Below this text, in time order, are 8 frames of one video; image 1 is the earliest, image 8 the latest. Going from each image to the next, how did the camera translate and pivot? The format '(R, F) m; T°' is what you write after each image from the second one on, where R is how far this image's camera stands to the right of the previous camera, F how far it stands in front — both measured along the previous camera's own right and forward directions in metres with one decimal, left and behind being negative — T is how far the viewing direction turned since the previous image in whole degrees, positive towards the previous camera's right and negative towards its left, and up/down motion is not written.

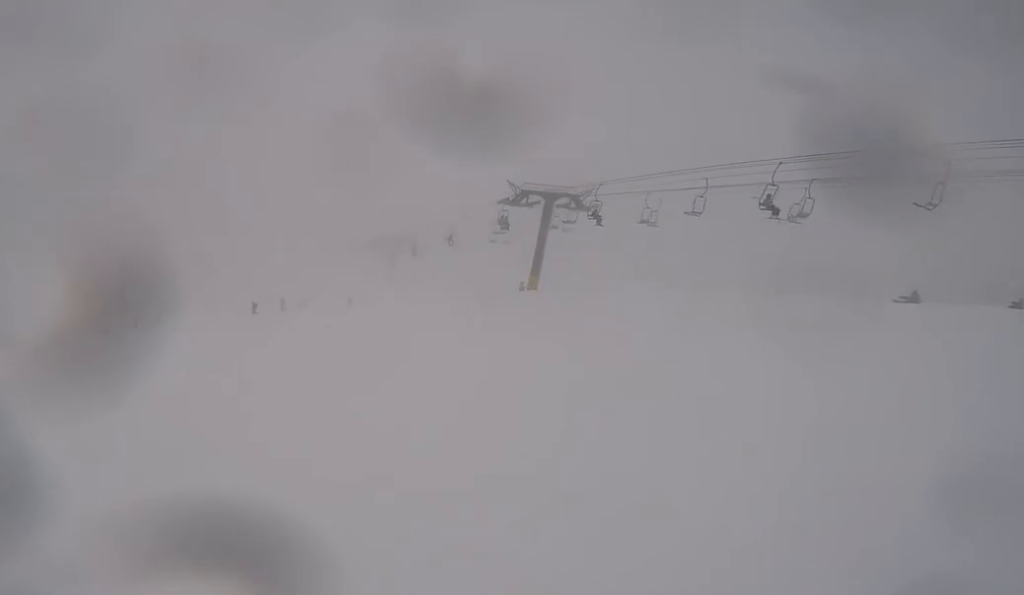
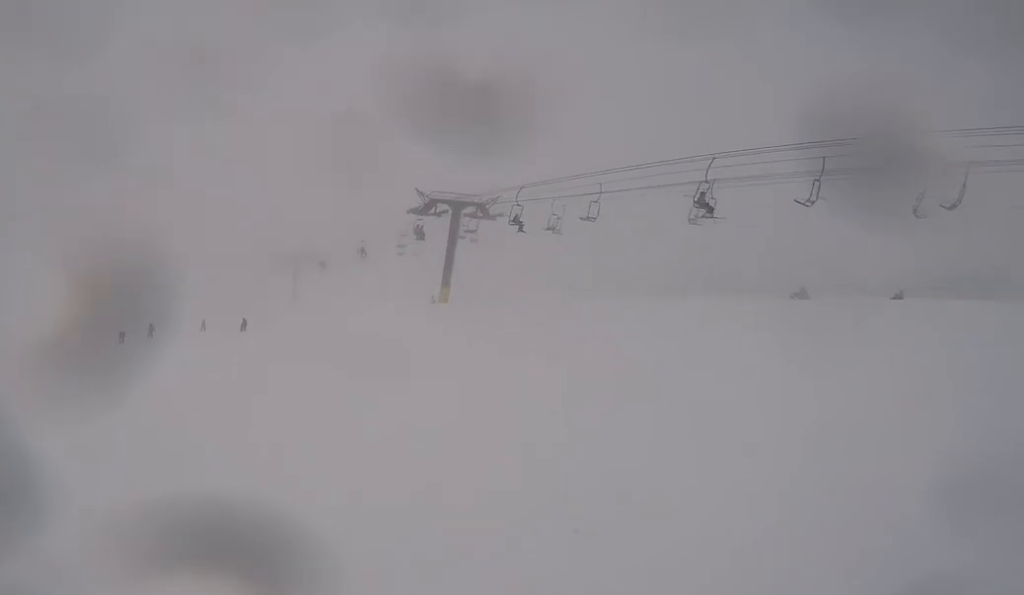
(+0.7, +2.3) m; +11°
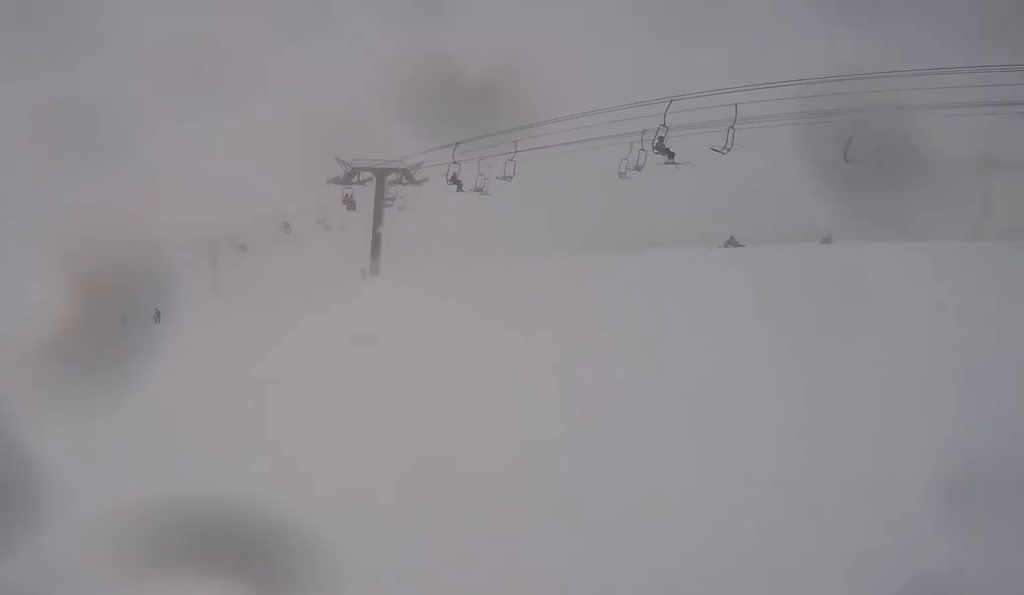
(+0.2, +2.3) m; +11°
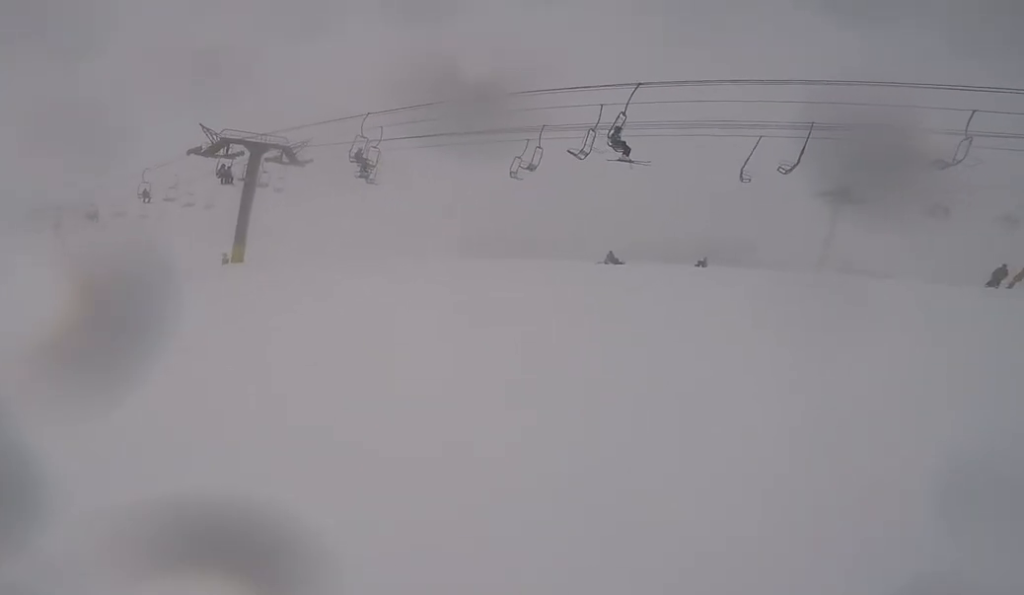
(+0.5, +4.4) m; +17°
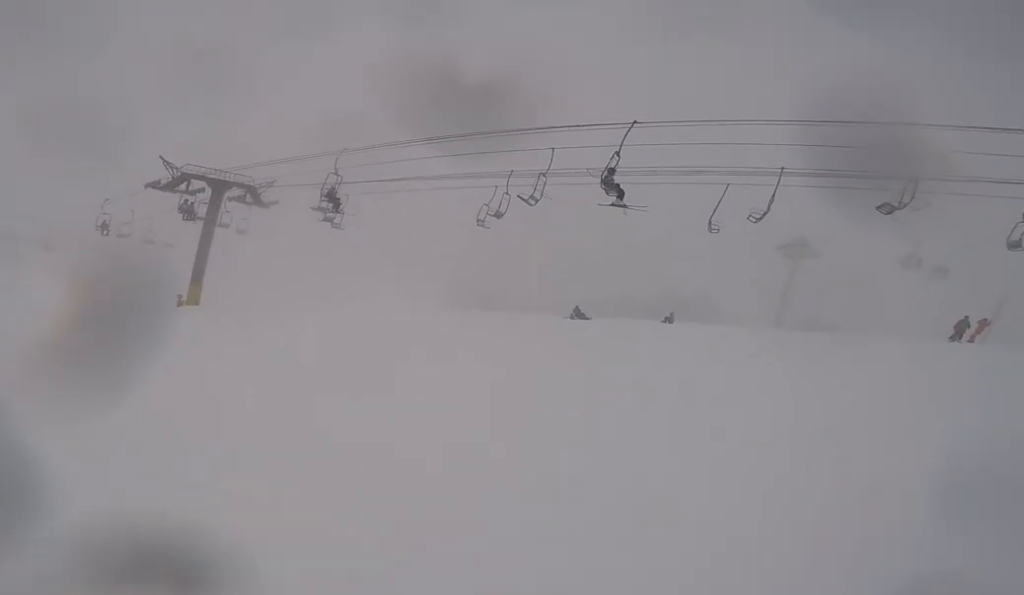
(+0.7, +1.7) m; 0°
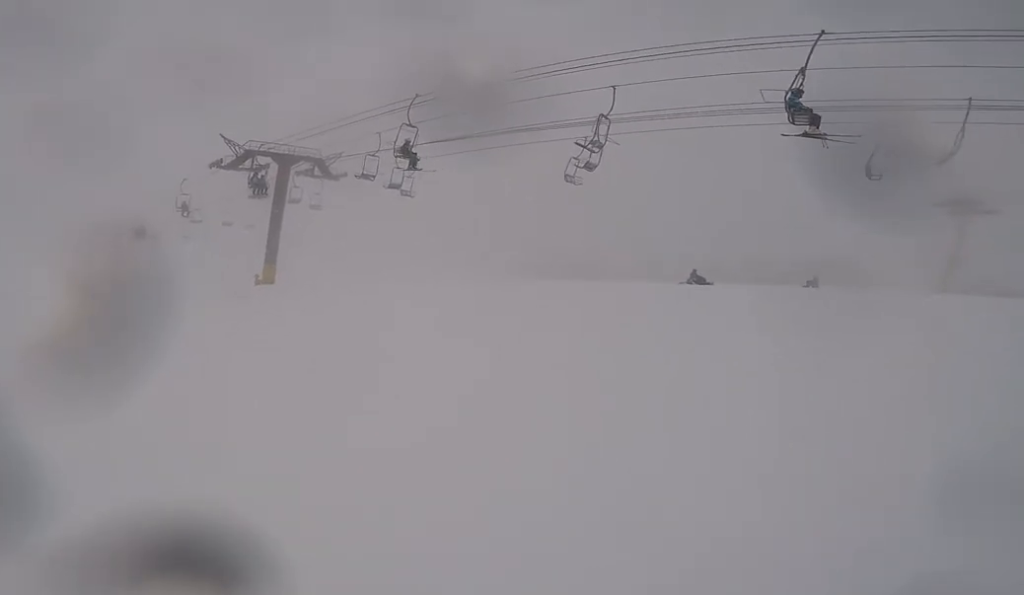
(-0.2, +3.0) m; -19°
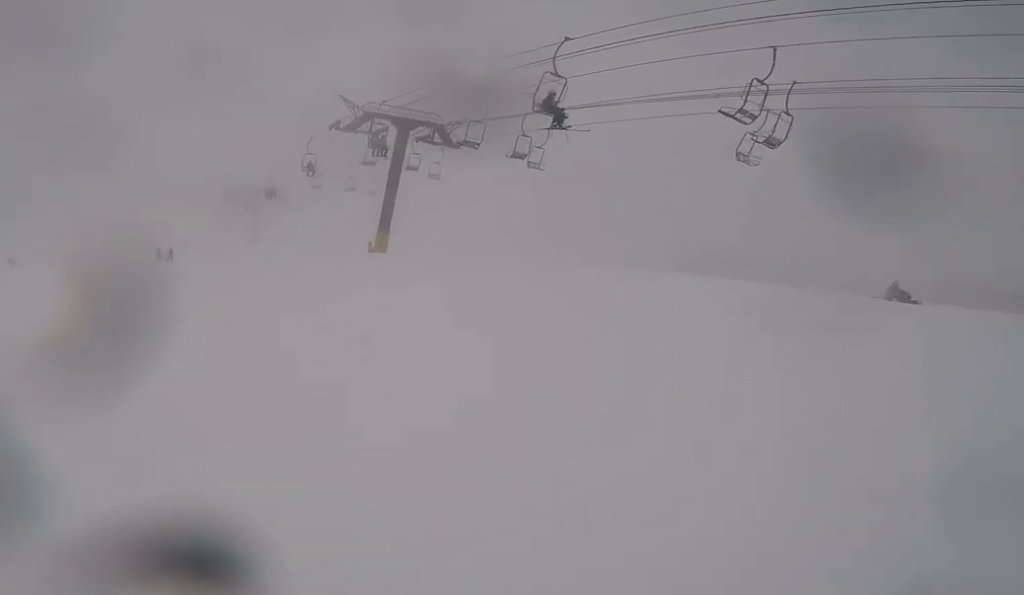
(-0.1, +2.5) m; -26°
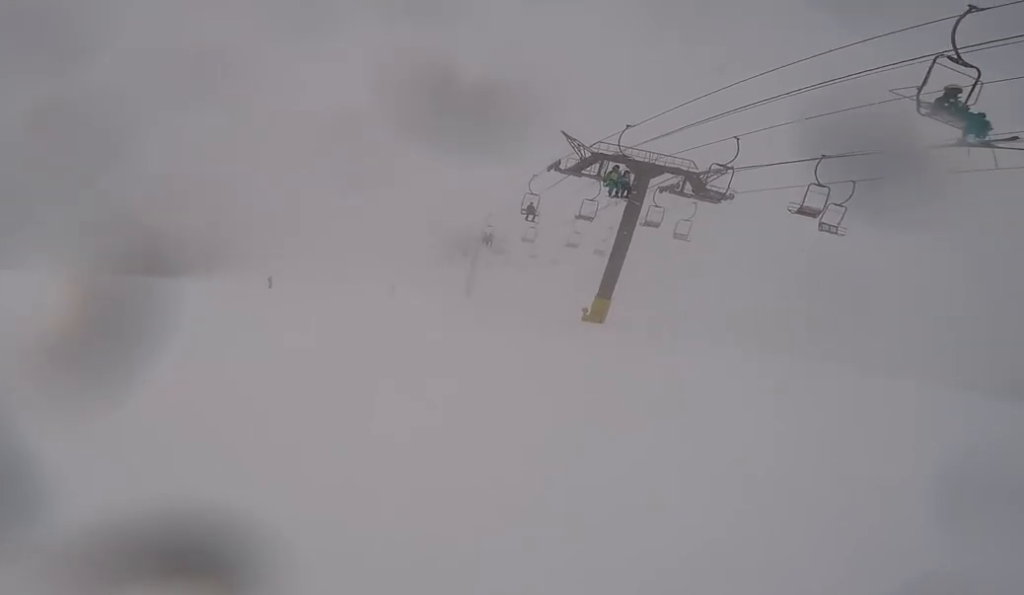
(-1.3, +2.8) m; -21°
